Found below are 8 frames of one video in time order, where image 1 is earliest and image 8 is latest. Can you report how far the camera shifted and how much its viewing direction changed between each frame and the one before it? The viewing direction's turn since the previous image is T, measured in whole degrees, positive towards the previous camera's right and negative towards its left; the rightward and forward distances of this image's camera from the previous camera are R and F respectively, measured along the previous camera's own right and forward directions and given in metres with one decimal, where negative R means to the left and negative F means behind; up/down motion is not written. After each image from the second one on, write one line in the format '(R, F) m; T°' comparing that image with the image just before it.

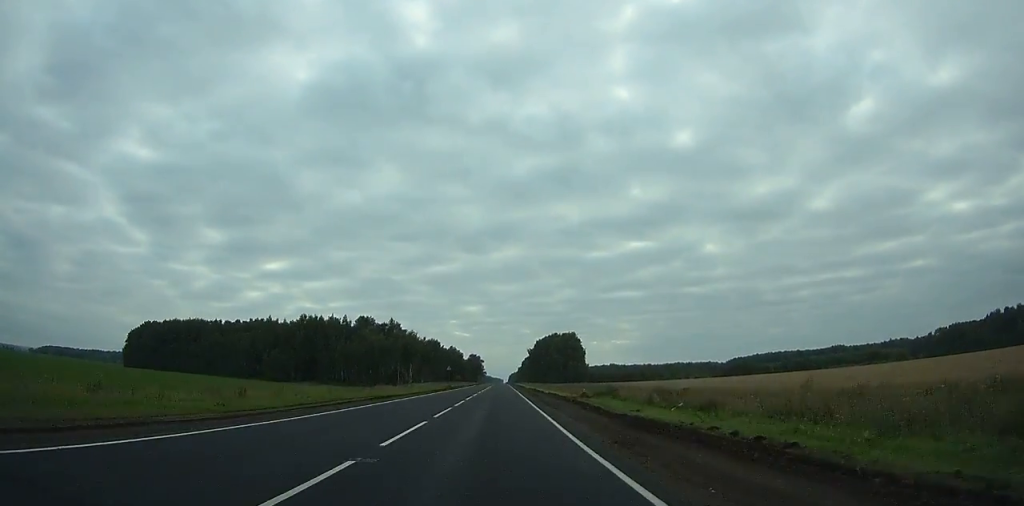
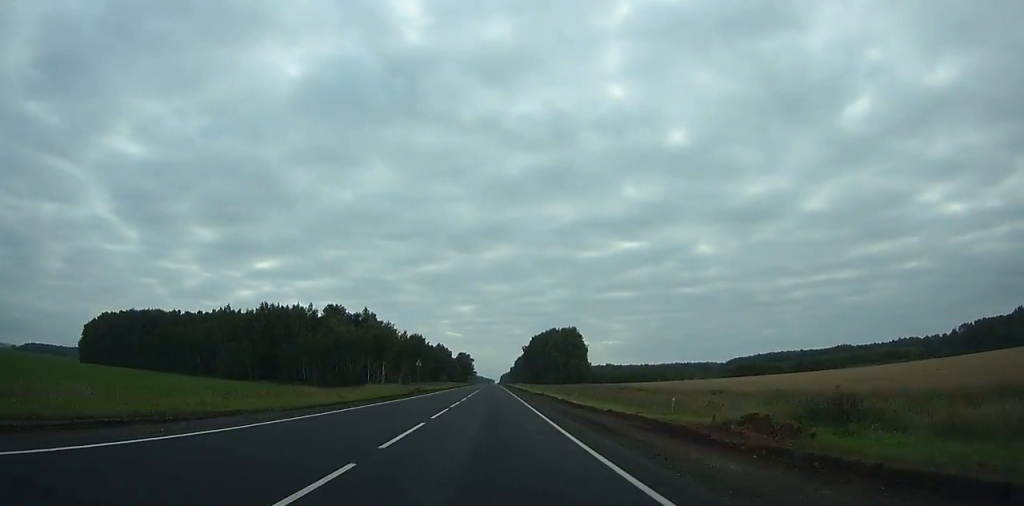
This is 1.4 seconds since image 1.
(+0.1, +32.6) m; 0°
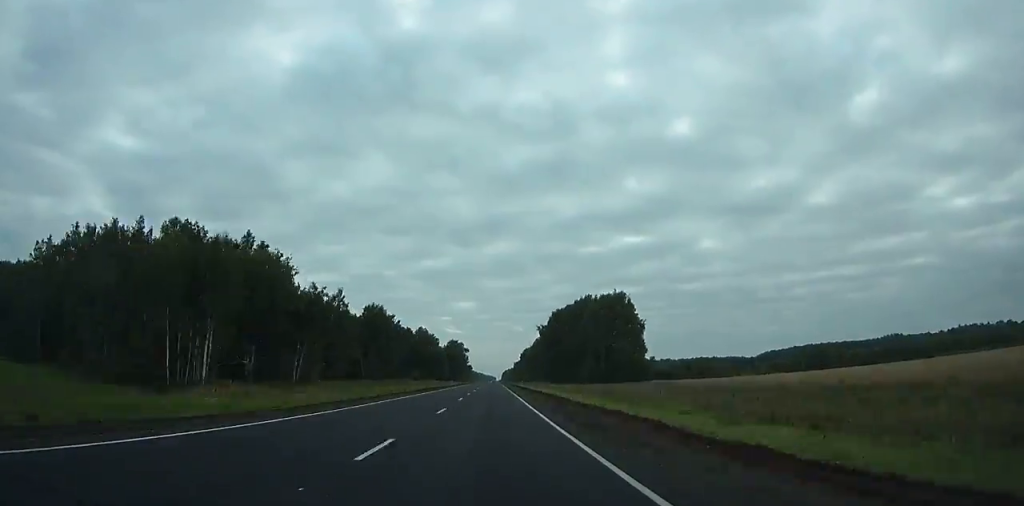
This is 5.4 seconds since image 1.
(+0.1, +94.7) m; 0°
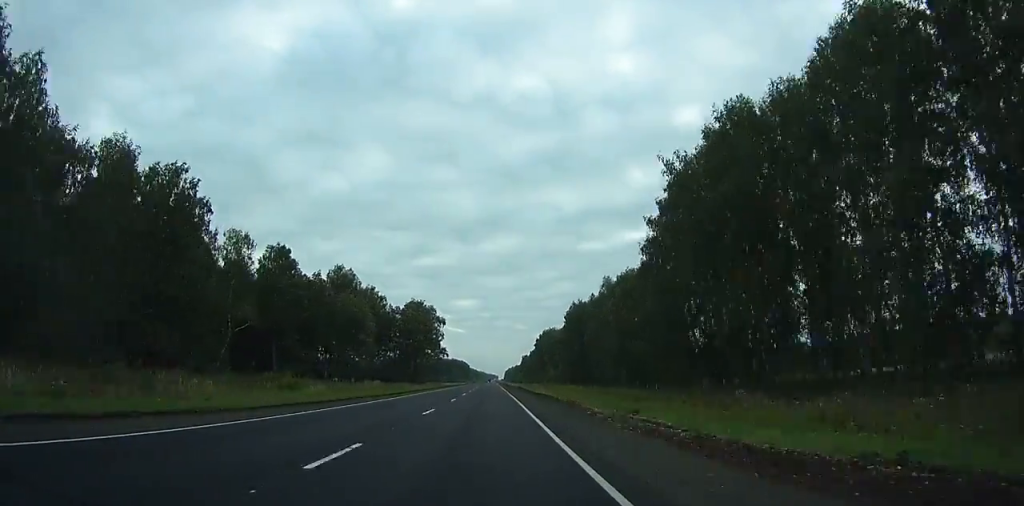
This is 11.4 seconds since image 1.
(+0.1, +147.0) m; 0°
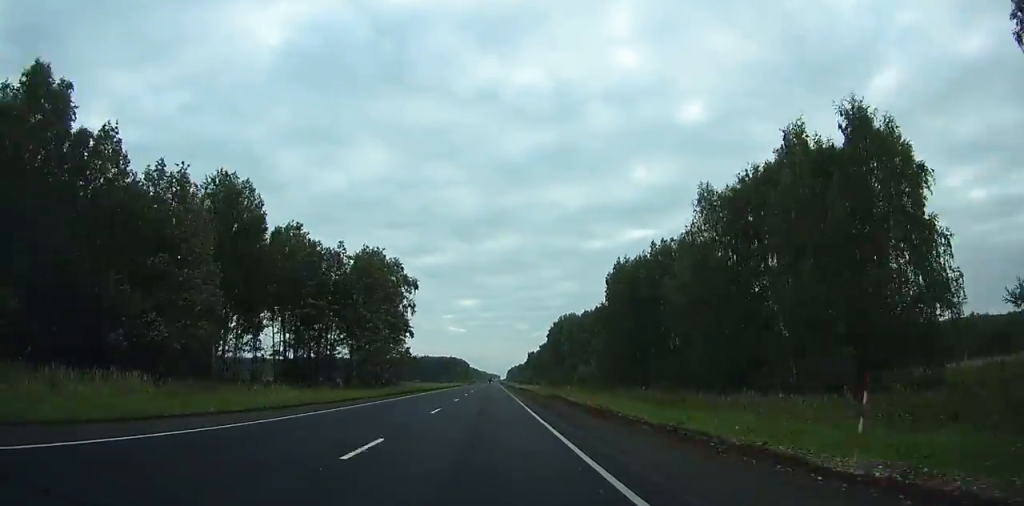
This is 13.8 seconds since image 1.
(0.0, +61.4) m; 0°
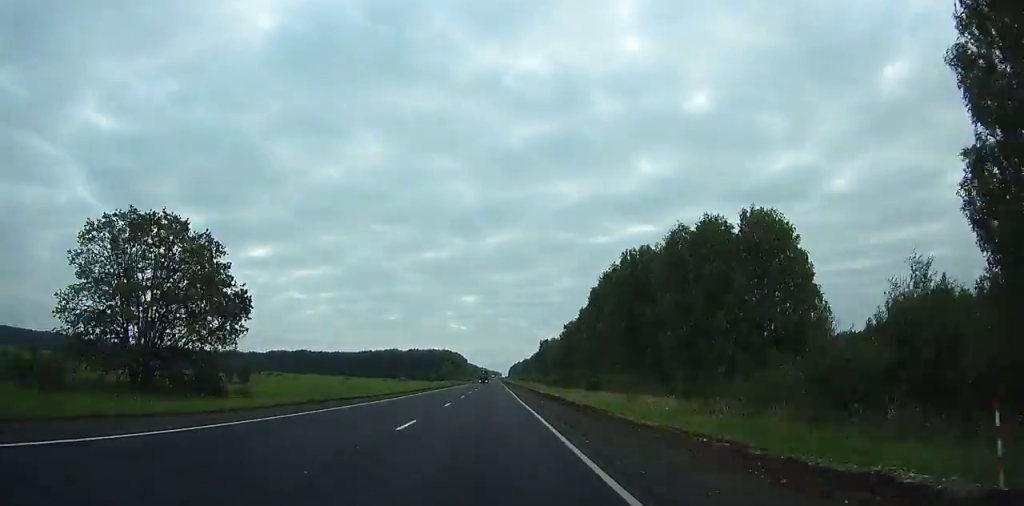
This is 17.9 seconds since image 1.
(-0.9, +109.7) m; -2°
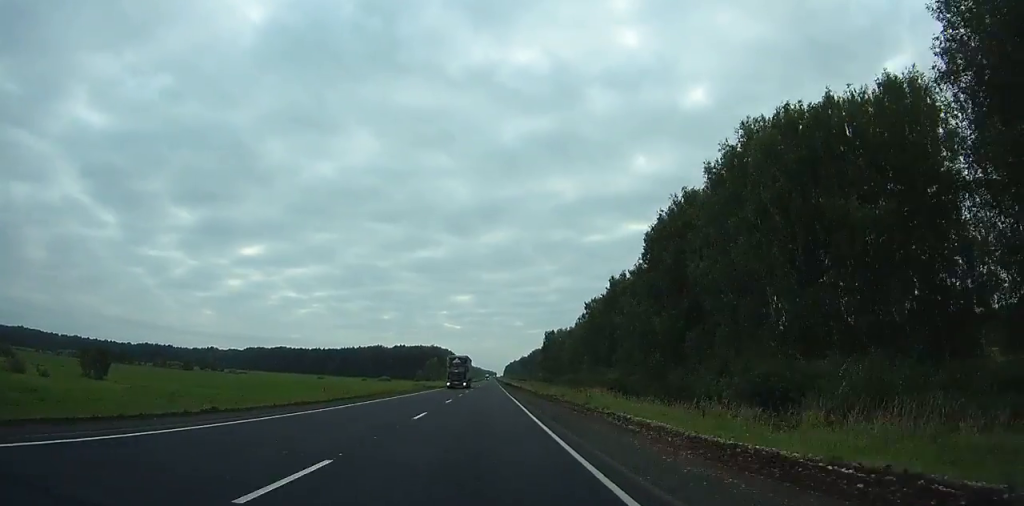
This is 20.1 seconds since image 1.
(-1.1, +60.1) m; 0°
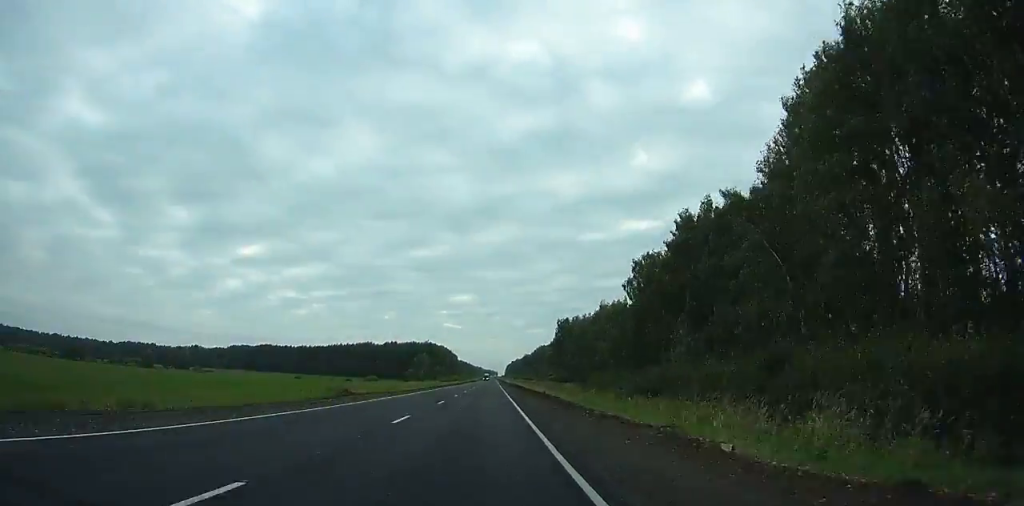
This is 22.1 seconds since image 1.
(-3.4, +54.2) m; +3°
